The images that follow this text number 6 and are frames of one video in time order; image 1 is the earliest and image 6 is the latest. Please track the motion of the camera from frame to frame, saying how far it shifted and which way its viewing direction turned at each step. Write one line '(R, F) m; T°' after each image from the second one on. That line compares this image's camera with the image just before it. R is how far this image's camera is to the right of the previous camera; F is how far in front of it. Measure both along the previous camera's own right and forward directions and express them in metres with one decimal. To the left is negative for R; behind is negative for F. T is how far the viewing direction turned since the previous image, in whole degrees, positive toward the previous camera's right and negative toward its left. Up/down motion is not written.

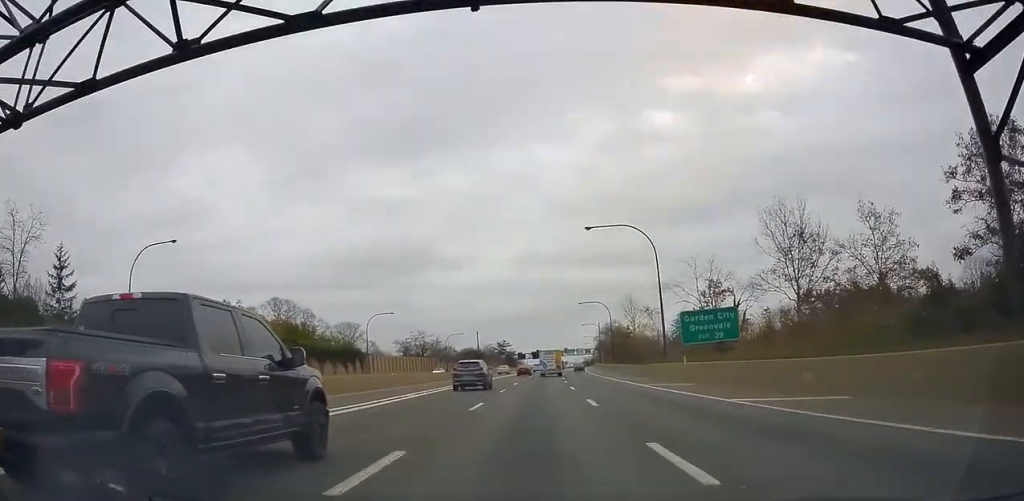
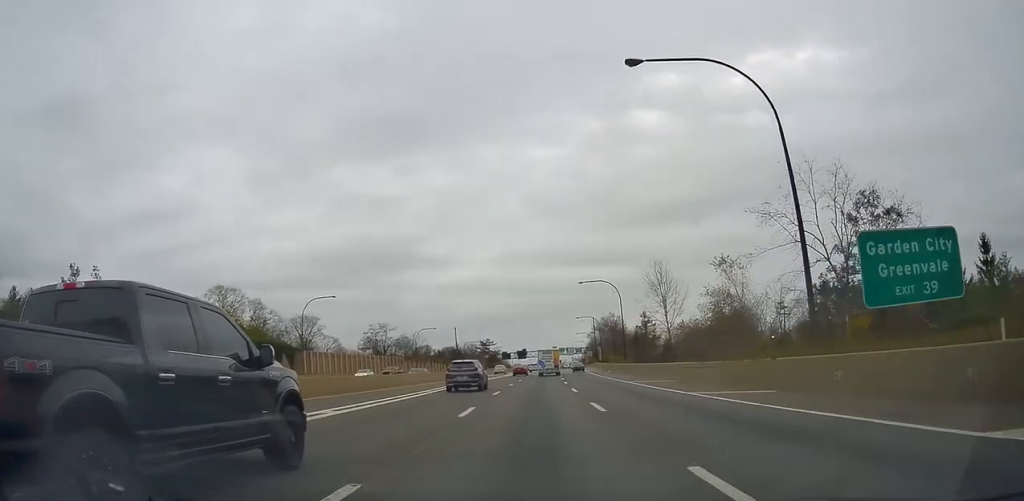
(+0.5, +26.9) m; +1°
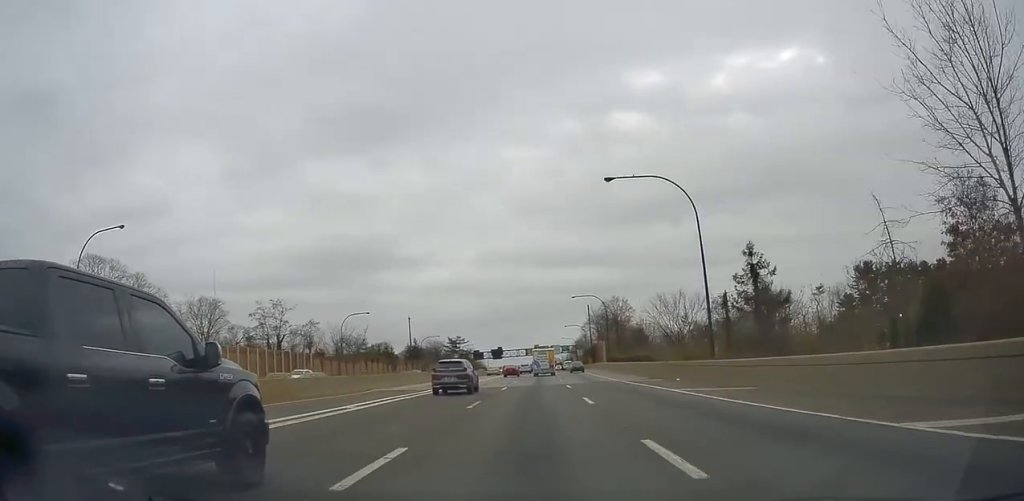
(0.0, +45.7) m; +1°
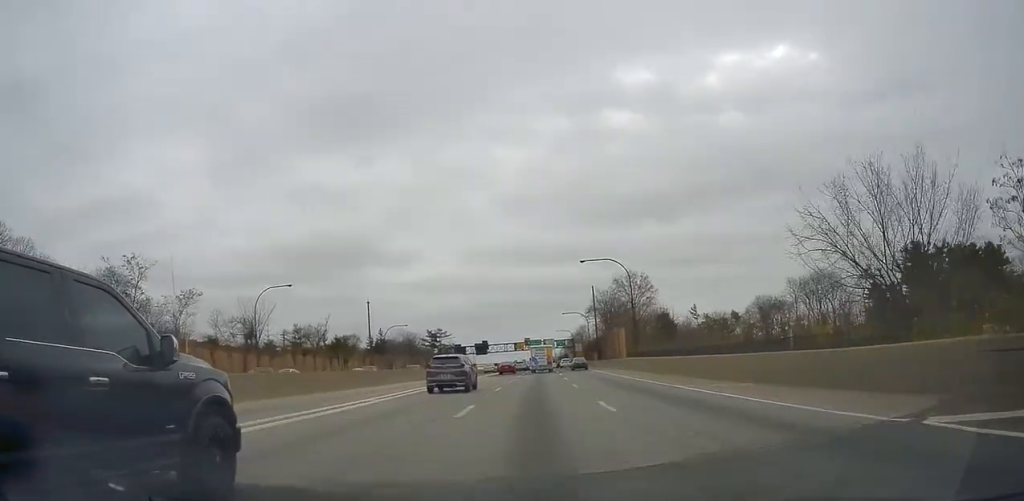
(+0.4, +31.5) m; +2°
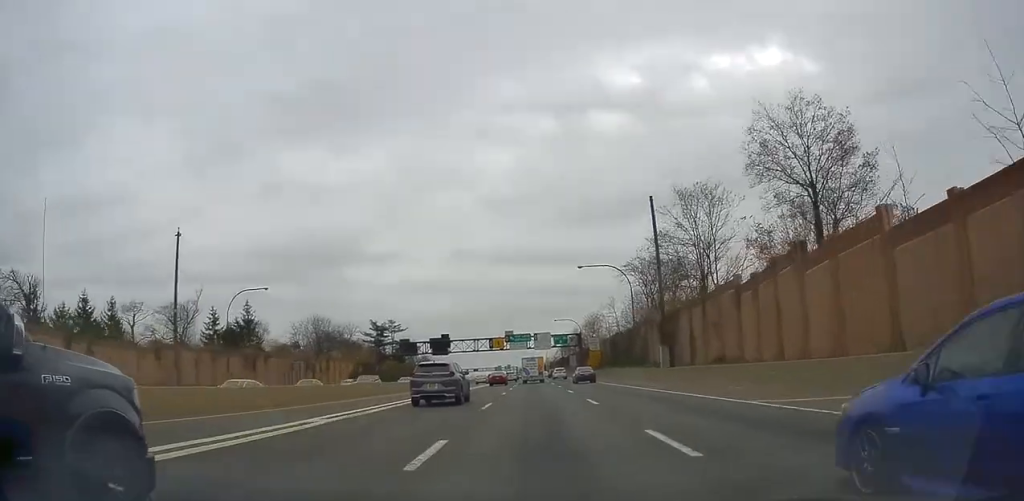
(+1.9, +69.3) m; +2°
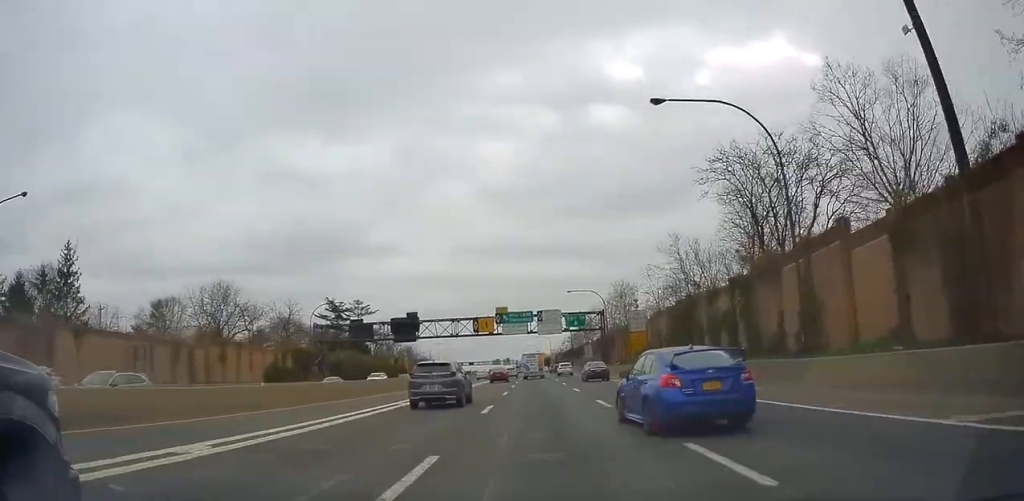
(+0.4, +39.7) m; +1°
